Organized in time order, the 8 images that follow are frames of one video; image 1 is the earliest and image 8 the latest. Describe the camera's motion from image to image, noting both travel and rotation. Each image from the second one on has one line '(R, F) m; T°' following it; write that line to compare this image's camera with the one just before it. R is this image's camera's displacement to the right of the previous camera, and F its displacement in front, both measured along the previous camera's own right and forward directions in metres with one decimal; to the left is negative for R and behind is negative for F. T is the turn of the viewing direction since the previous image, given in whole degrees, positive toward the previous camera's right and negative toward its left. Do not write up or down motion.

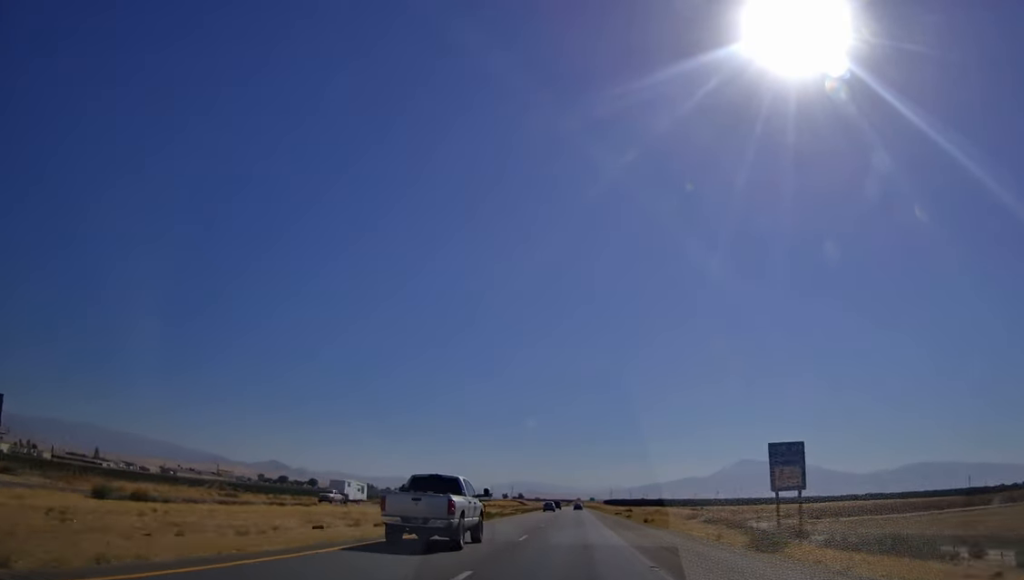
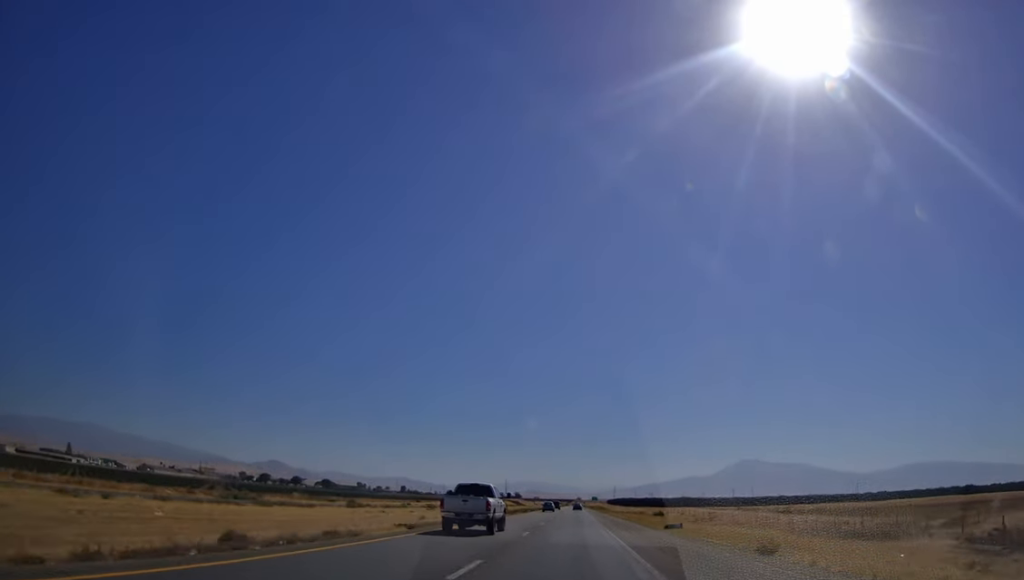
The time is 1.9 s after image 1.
(0.0, +50.6) m; 0°
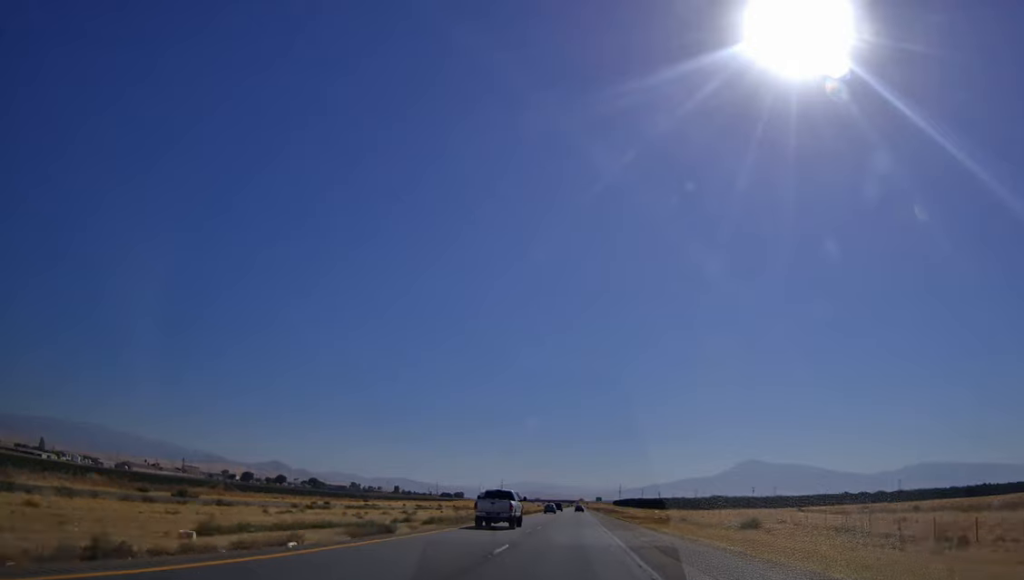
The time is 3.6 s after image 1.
(0.0, +45.3) m; 0°
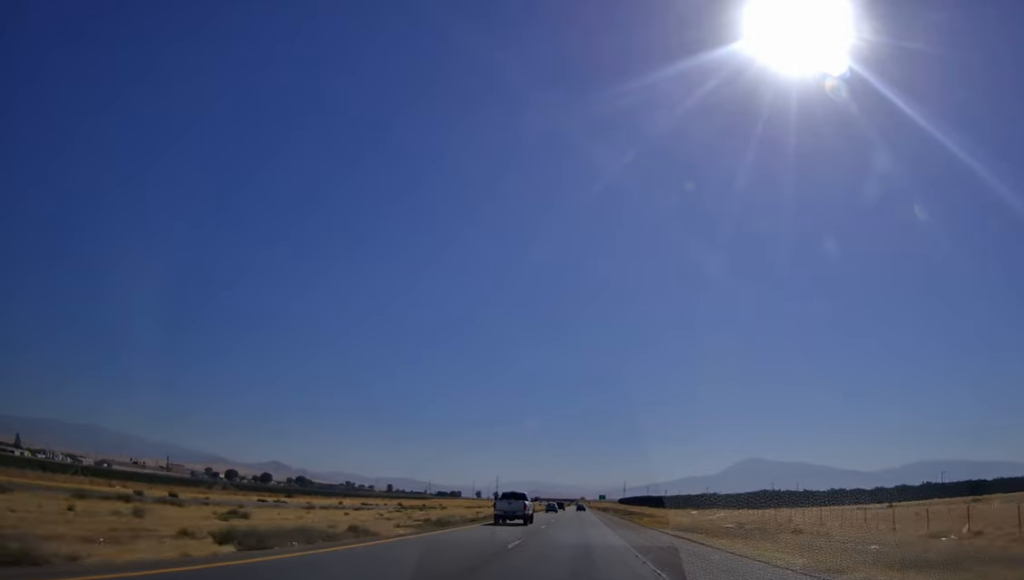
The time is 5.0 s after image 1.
(0.0, +37.9) m; 0°
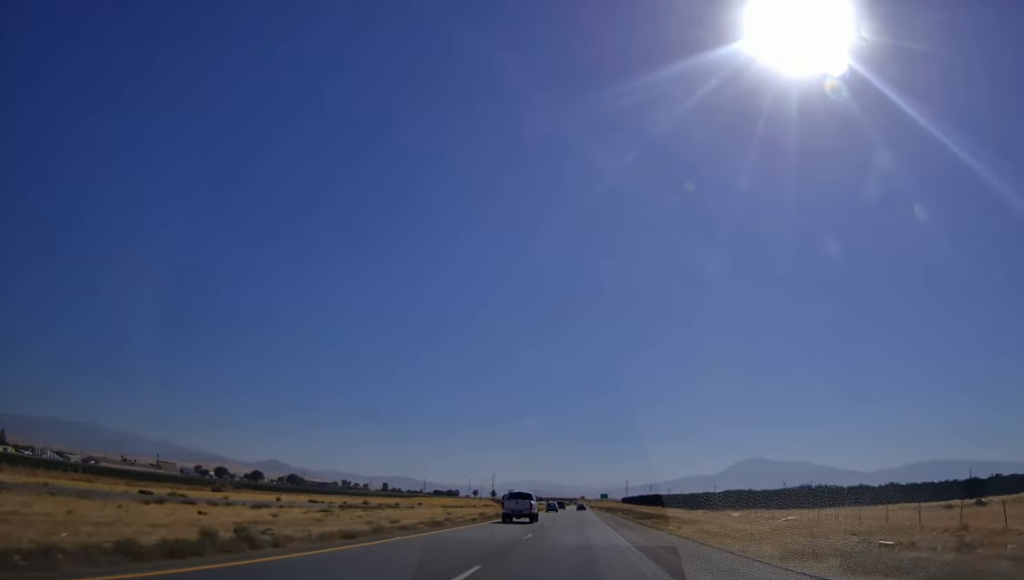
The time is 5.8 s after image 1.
(+0.1, +23.2) m; 0°
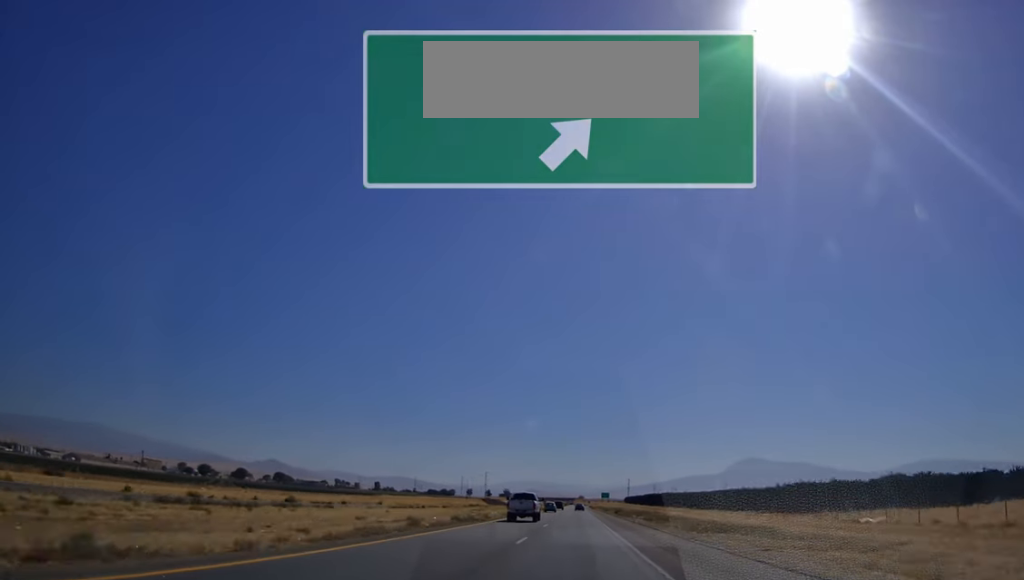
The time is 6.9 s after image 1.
(+0.2, +31.3) m; 0°
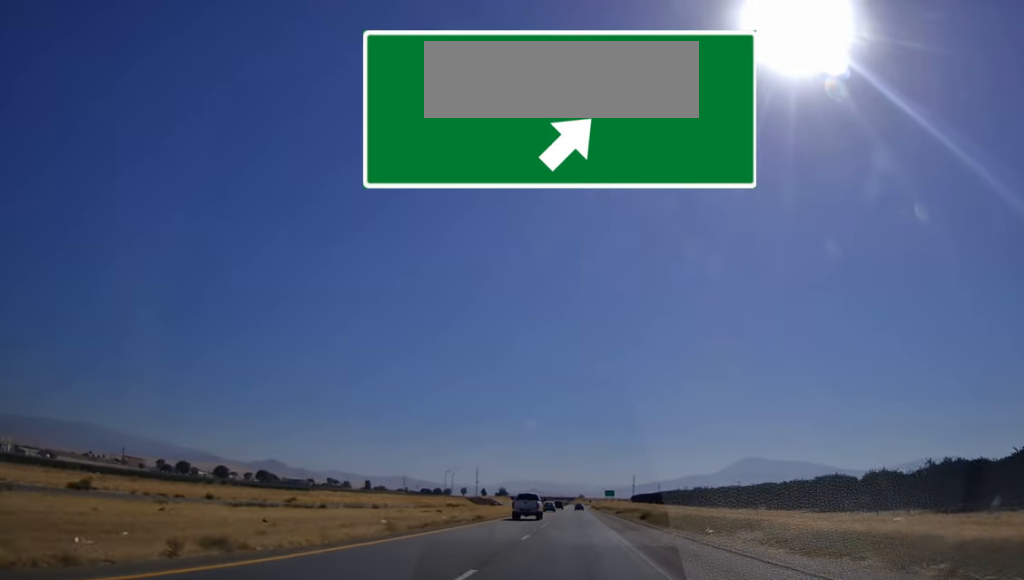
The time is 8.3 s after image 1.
(-0.2, +43.6) m; 0°
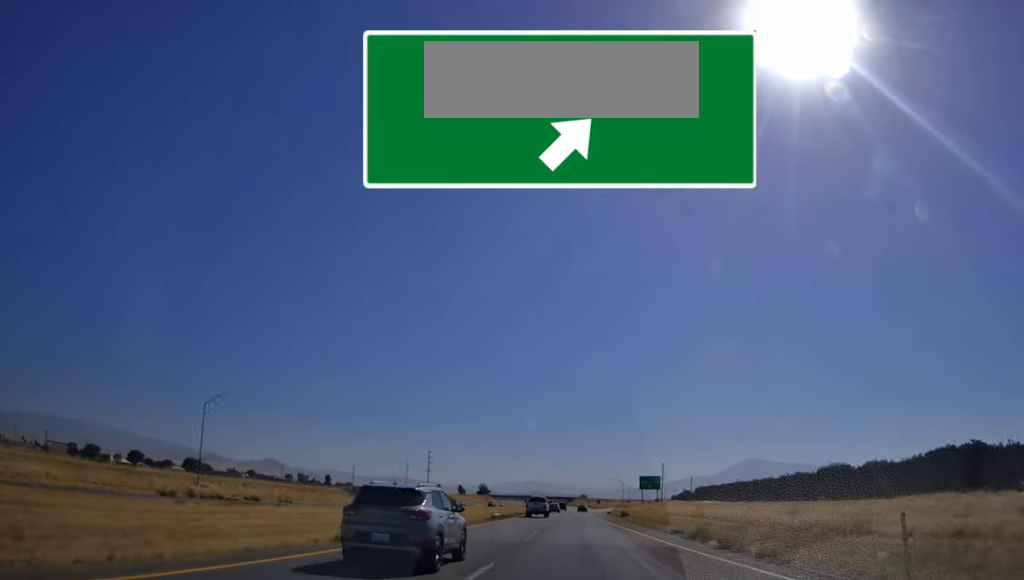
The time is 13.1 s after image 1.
(-0.7, +153.4) m; 0°
